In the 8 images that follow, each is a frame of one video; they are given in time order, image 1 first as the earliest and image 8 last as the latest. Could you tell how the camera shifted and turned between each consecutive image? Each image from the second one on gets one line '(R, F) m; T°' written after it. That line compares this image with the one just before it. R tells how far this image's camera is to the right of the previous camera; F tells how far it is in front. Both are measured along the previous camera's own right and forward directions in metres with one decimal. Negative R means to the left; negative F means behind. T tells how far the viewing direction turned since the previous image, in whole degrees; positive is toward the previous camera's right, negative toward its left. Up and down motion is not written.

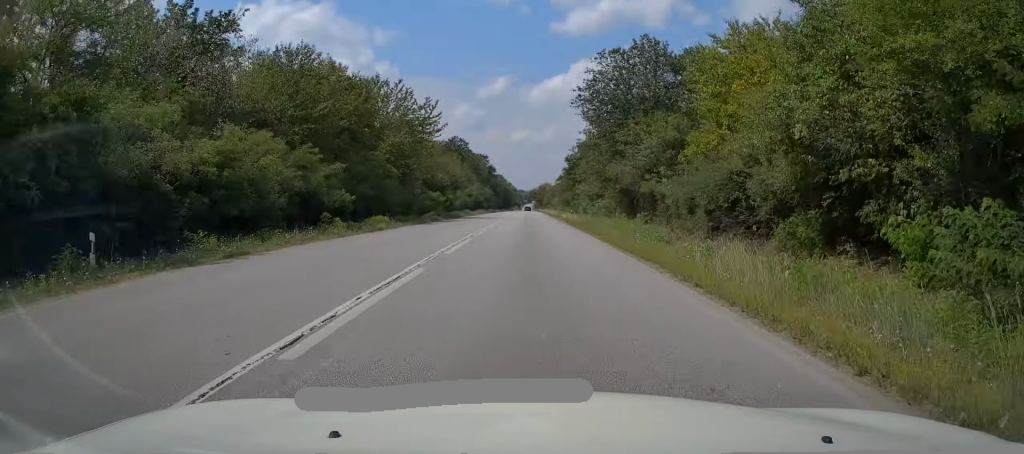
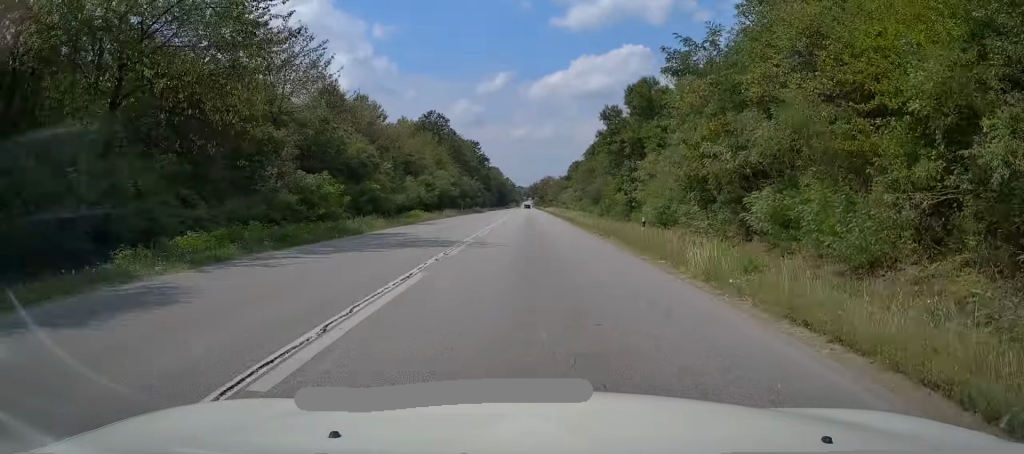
(-0.5, +36.8) m; 0°
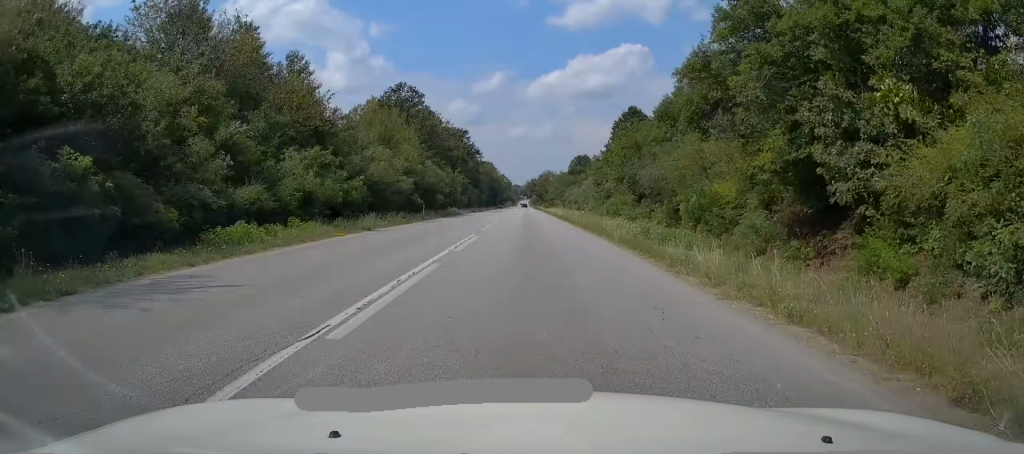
(+0.4, +25.6) m; 0°
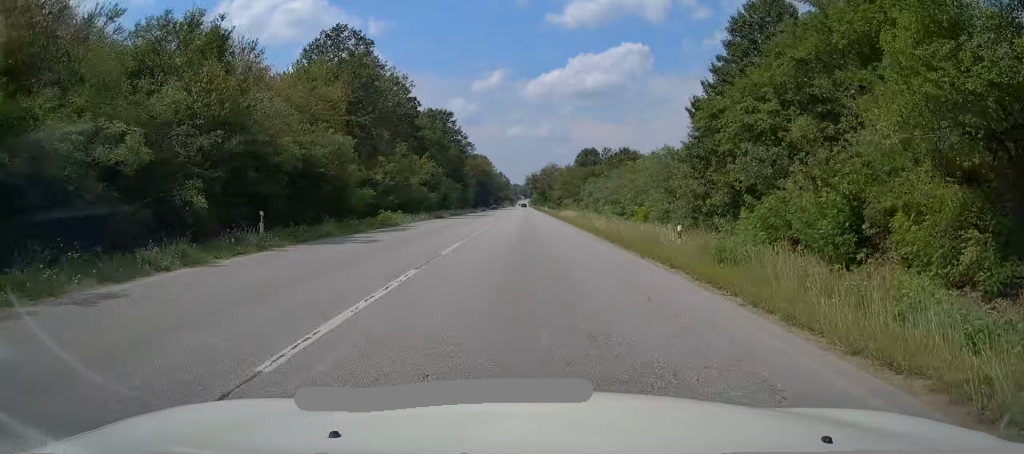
(-0.4, +29.8) m; -1°
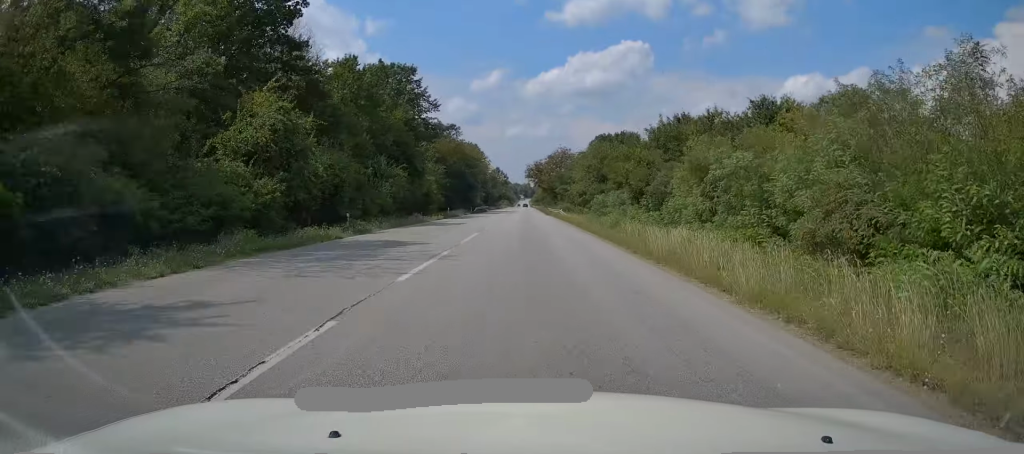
(0.0, +40.6) m; +1°
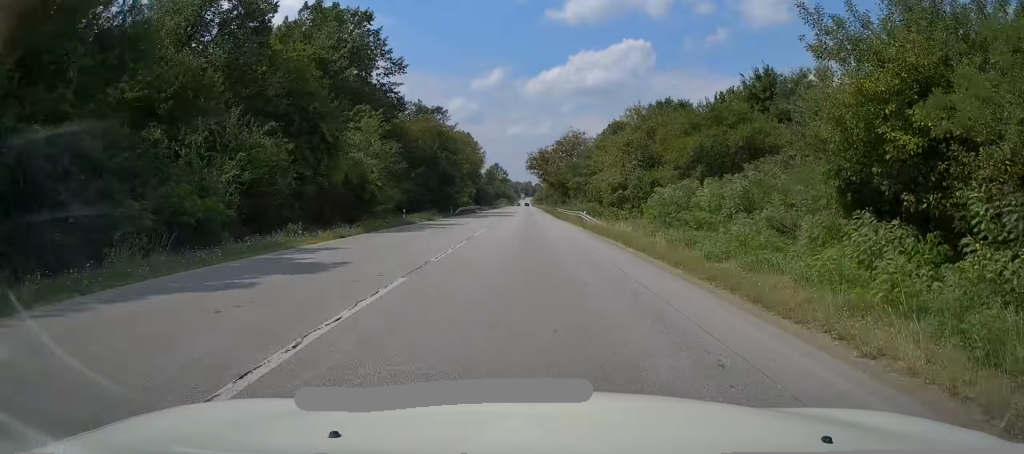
(+0.3, +23.6) m; 0°
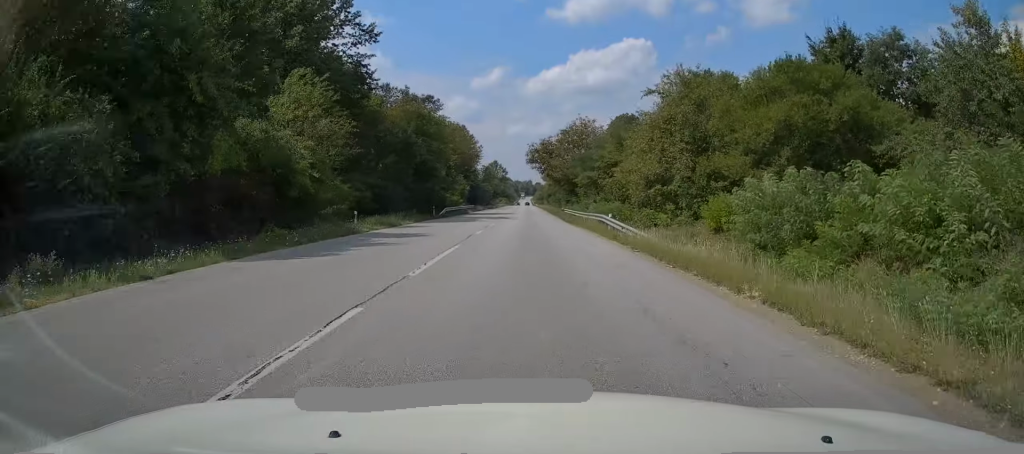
(0.0, +11.4) m; 0°
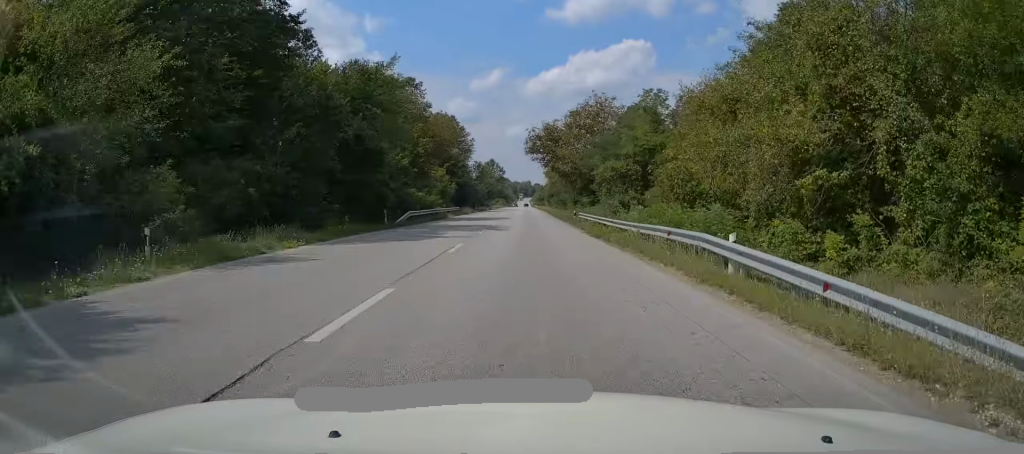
(-0.2, +16.3) m; -1°
